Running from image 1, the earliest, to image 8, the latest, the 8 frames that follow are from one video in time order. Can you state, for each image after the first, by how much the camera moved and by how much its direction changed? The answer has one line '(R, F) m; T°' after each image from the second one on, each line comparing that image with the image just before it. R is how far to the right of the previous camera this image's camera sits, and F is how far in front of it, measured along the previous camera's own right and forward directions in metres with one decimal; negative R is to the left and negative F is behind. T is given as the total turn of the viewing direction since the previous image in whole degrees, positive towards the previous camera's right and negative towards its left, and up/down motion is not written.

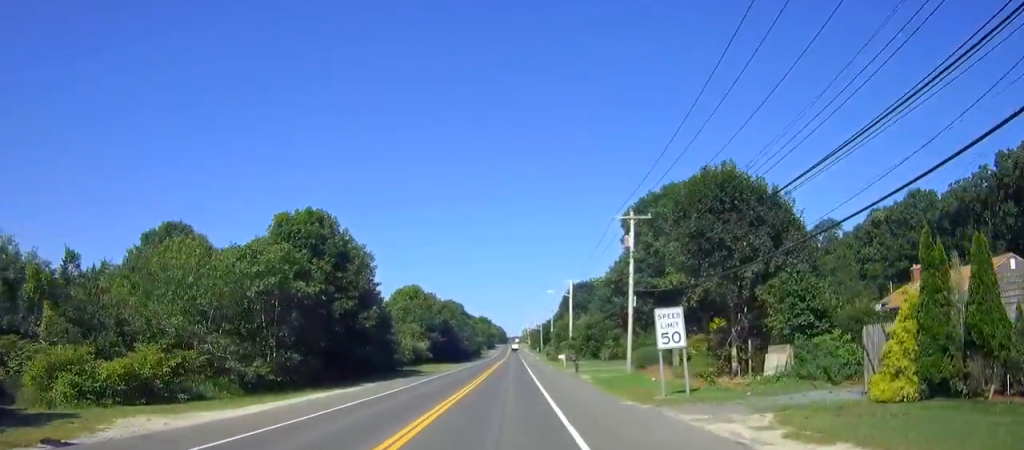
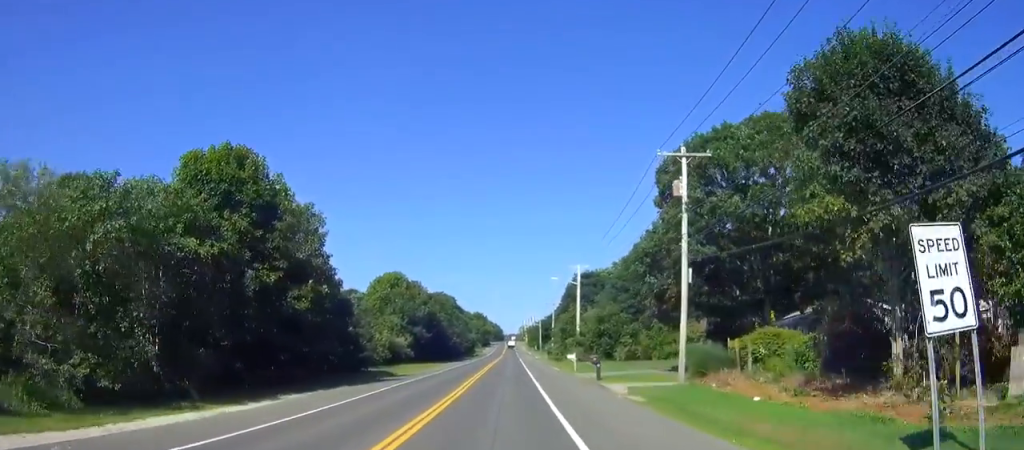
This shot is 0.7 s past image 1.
(+0.1, +14.2) m; 0°
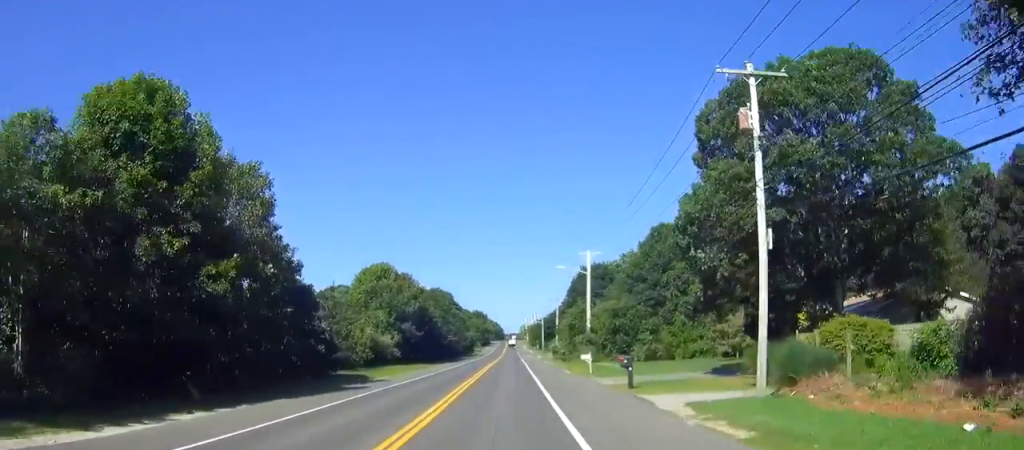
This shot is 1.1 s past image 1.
(+0.1, +9.3) m; 0°
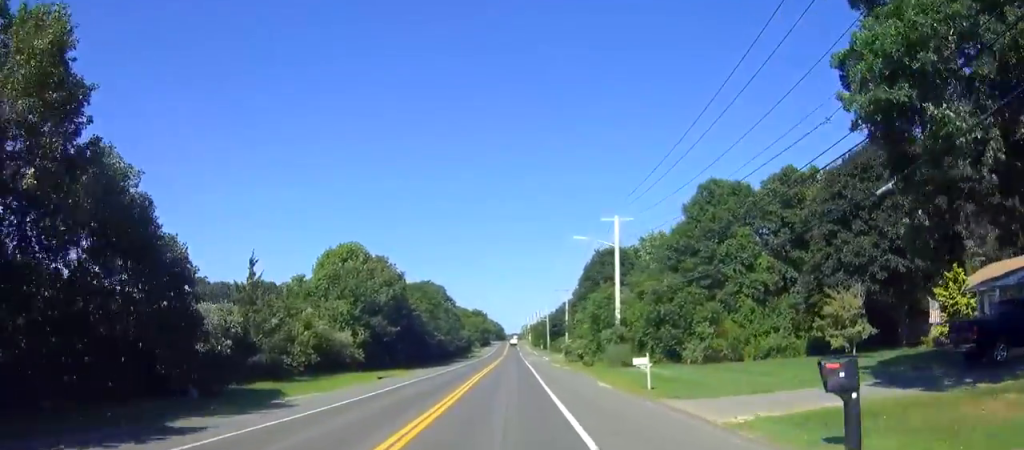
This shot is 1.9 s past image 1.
(-0.1, +17.4) m; 0°
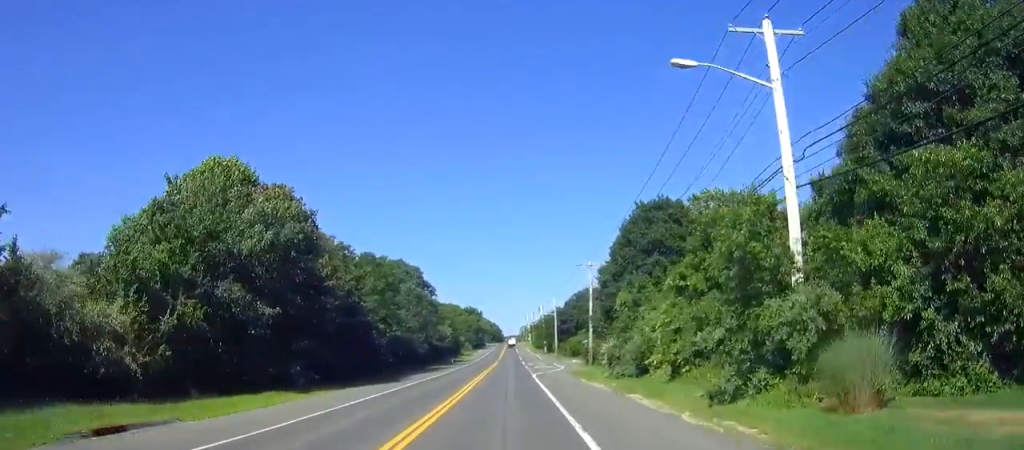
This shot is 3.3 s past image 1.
(0.0, +31.2) m; 0°
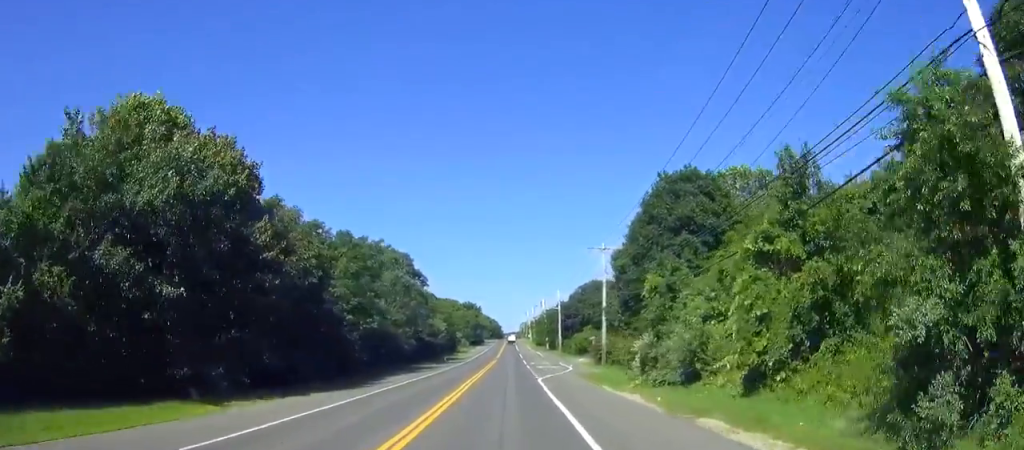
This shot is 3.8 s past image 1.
(0.0, +9.4) m; 0°
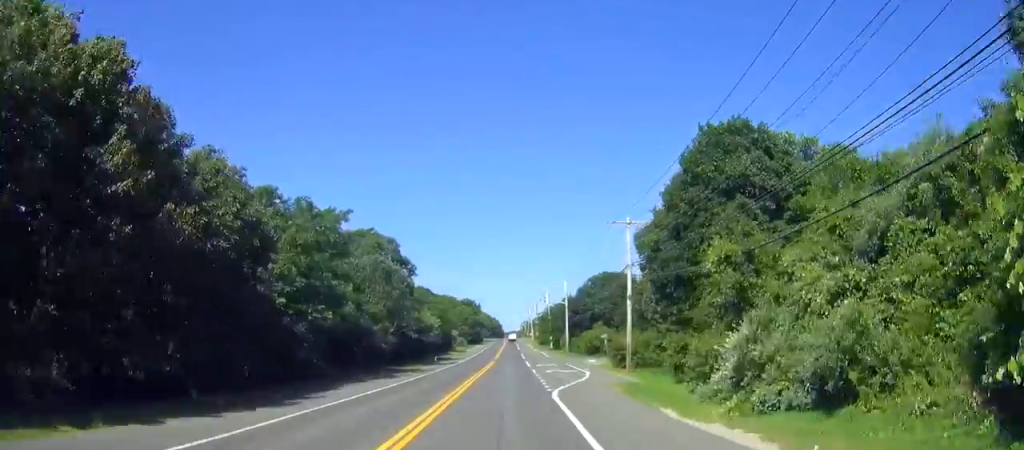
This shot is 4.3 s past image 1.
(0.0, +11.5) m; 0°
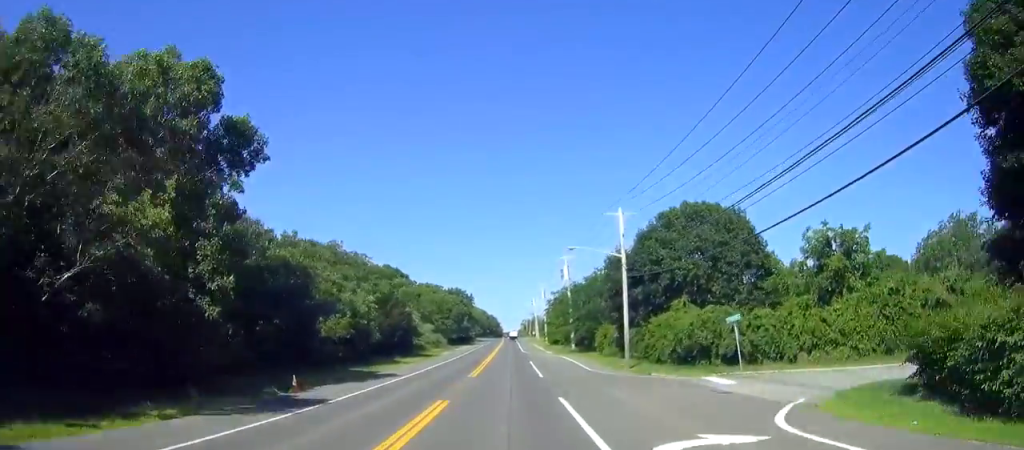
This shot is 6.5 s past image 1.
(+0.2, +47.5) m; +1°
